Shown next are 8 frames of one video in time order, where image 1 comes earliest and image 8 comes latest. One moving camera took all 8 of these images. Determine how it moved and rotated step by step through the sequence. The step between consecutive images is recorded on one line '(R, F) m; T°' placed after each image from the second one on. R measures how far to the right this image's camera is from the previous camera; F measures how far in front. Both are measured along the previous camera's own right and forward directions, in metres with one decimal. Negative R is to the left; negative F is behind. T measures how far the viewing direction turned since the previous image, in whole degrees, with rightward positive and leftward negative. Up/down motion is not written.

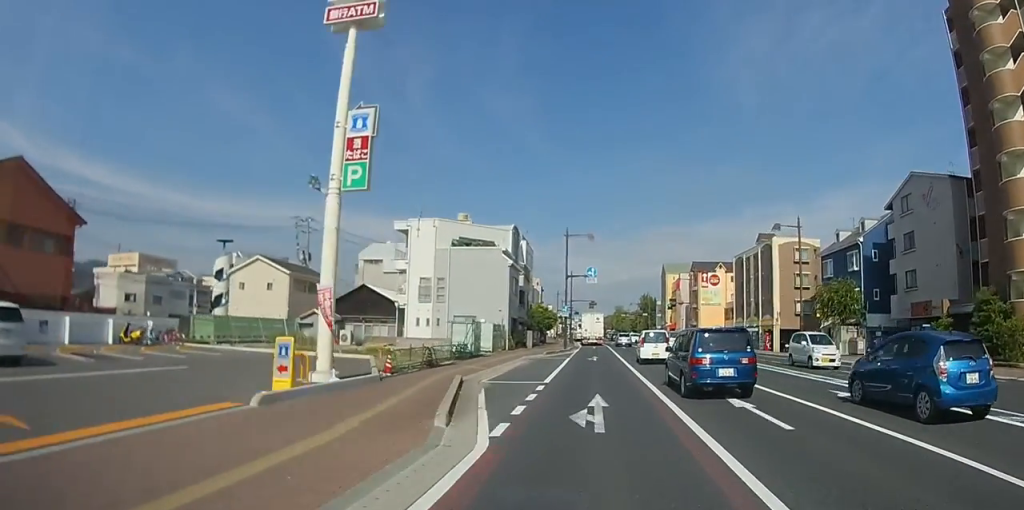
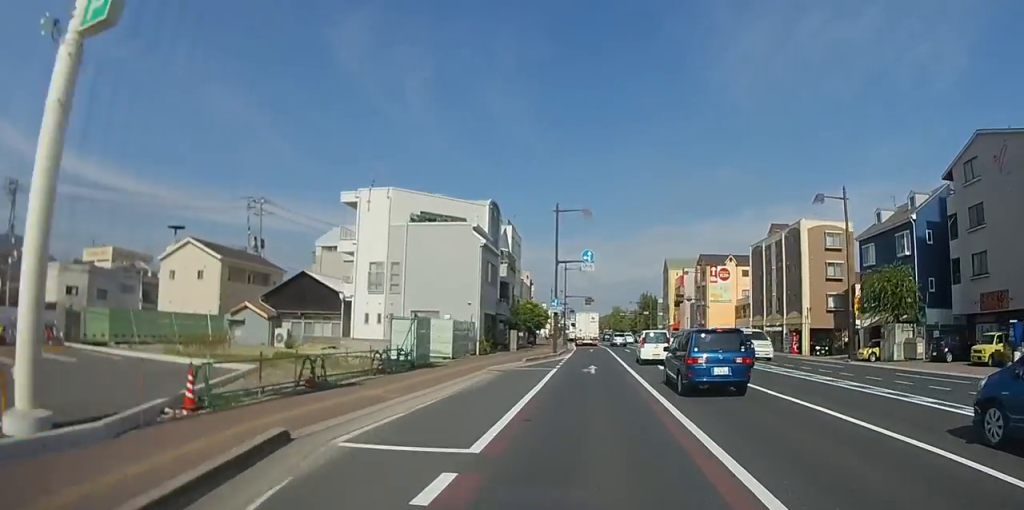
(0.0, +9.4) m; 0°
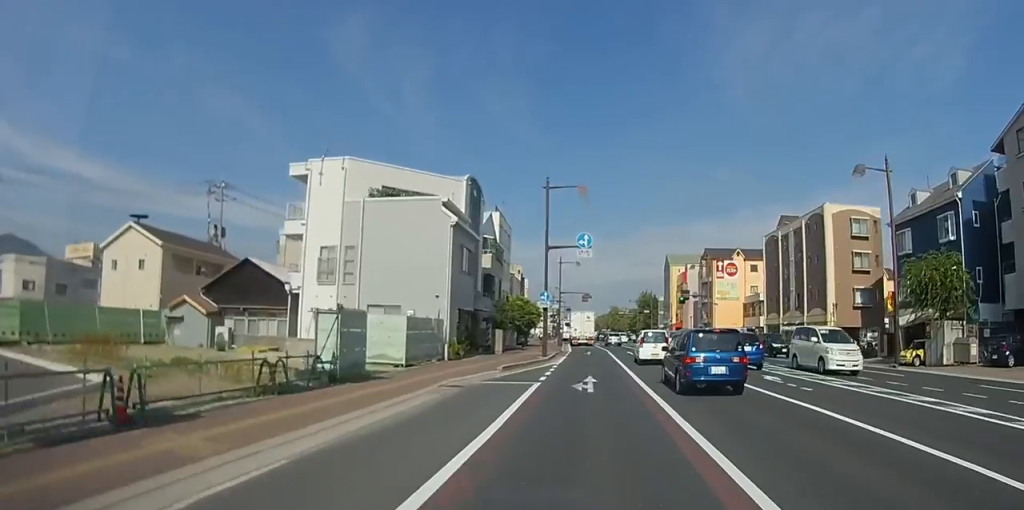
(0.0, +5.9) m; 0°
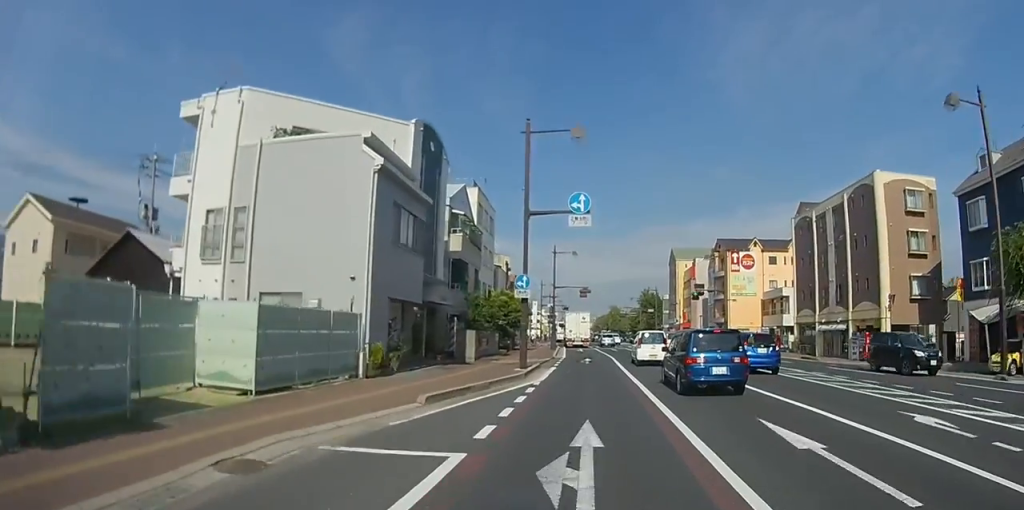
(0.0, +9.4) m; 0°
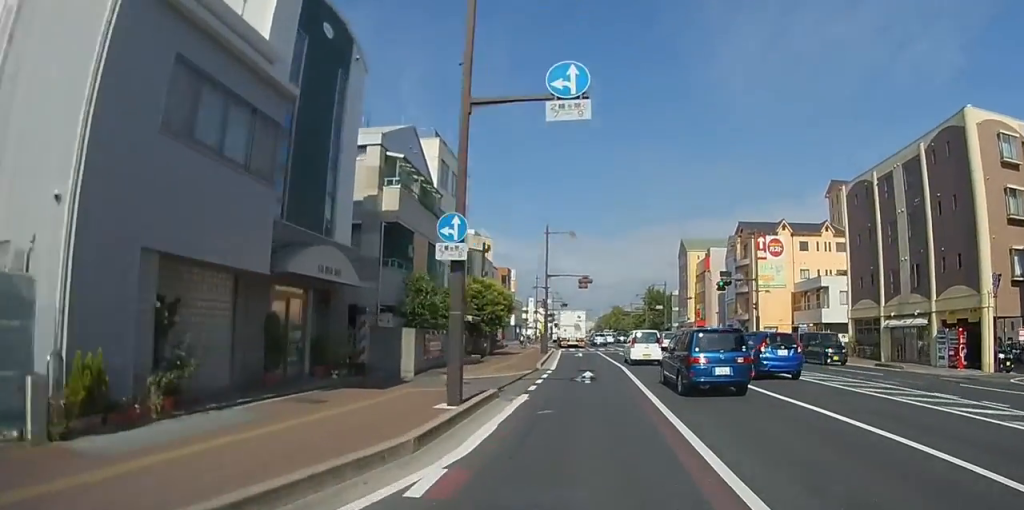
(0.0, +10.6) m; 0°
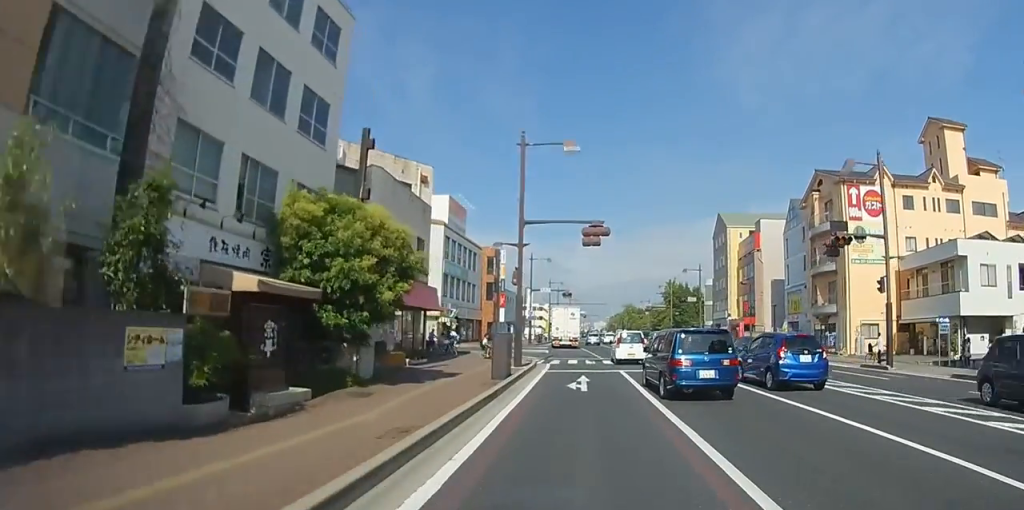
(-0.1, +21.5) m; -1°
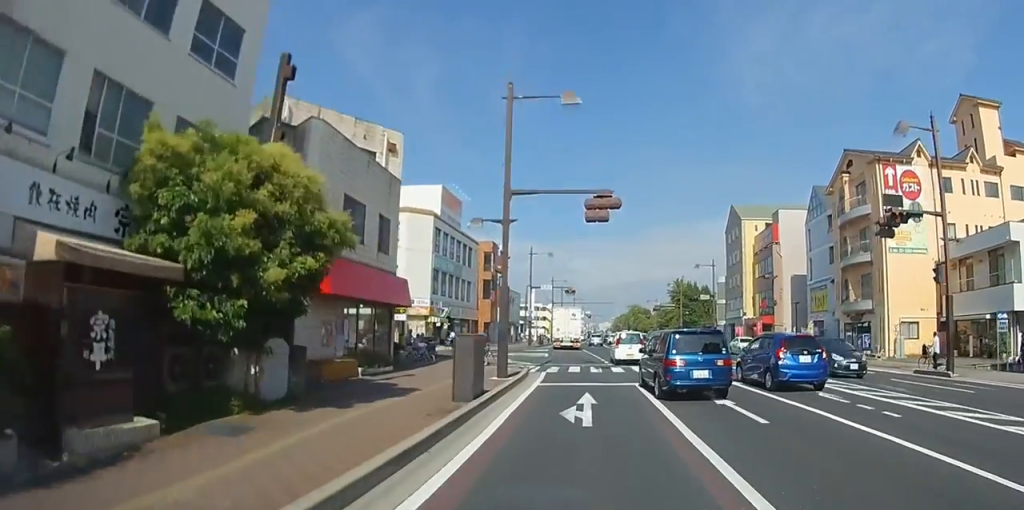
(0.0, +5.0) m; -1°
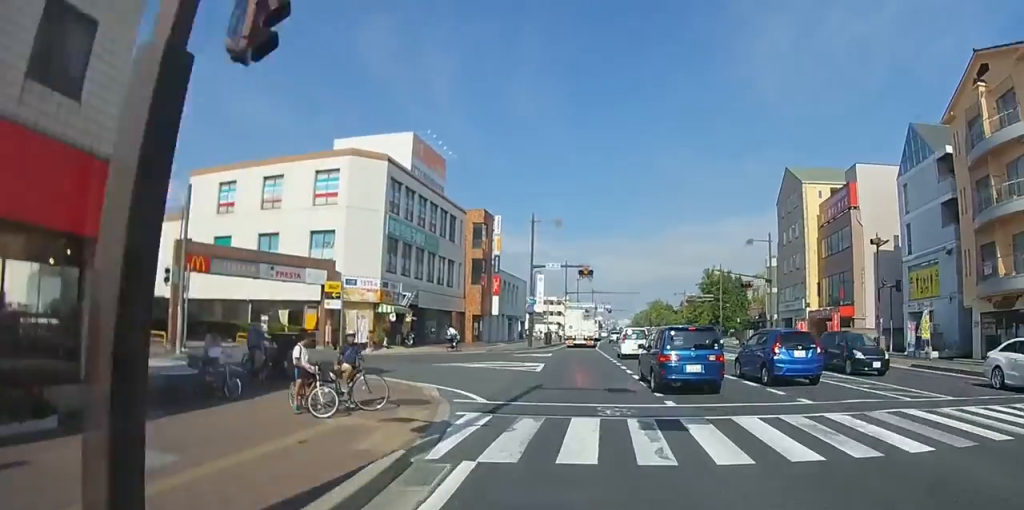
(-0.2, +15.3) m; -1°
